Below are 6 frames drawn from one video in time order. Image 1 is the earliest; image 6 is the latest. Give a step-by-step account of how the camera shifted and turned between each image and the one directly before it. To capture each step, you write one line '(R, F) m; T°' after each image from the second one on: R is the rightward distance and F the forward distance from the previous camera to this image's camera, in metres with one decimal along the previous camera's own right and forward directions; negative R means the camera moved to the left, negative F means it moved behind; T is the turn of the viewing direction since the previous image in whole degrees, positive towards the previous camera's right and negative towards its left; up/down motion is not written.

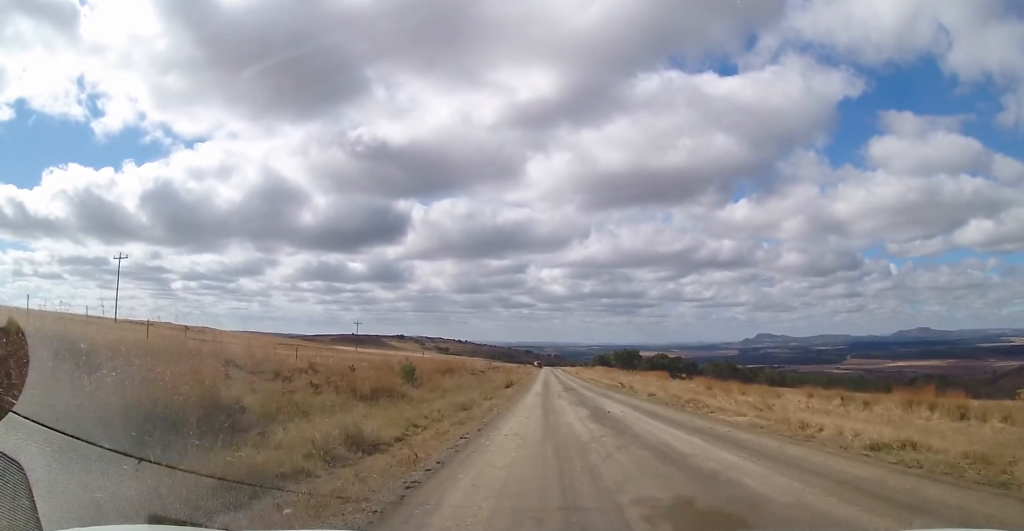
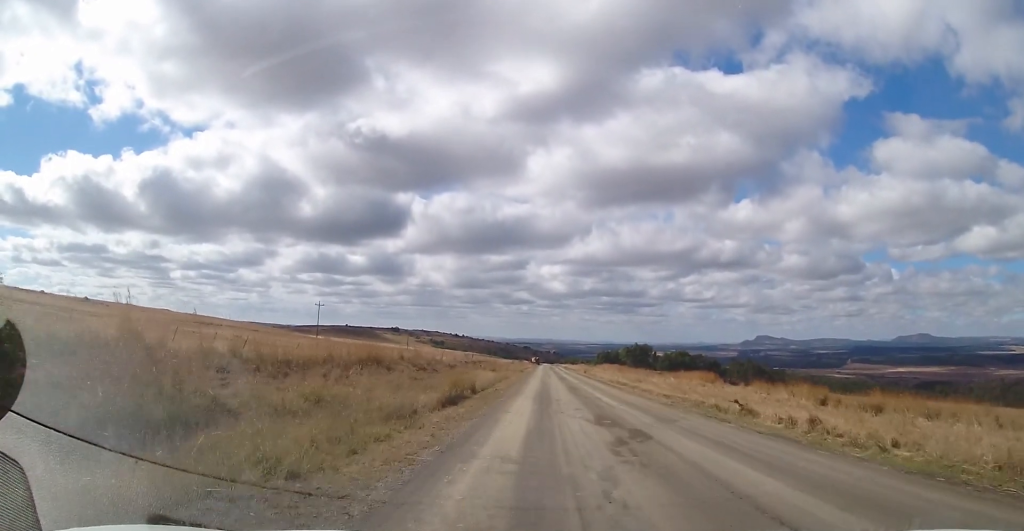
(+0.4, +31.5) m; +1°
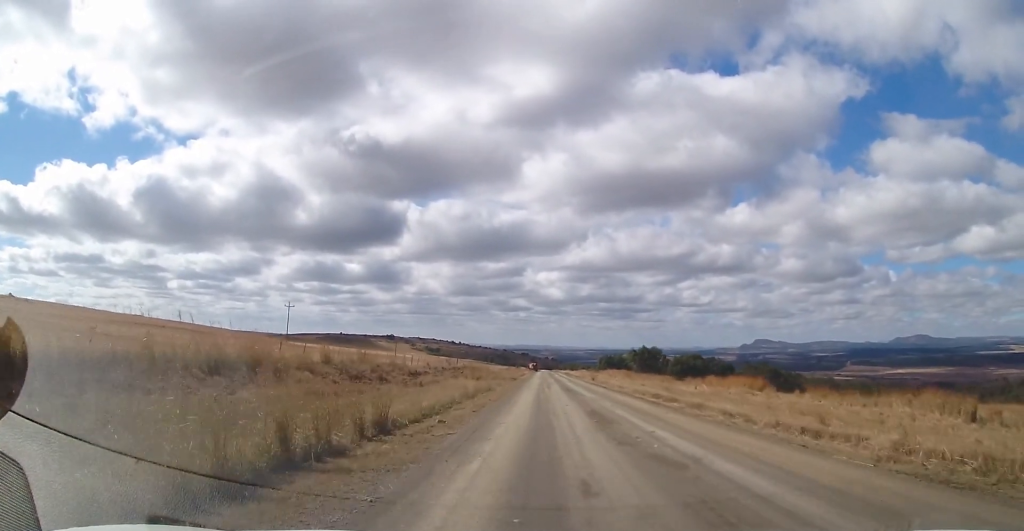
(+0.1, +17.2) m; 0°
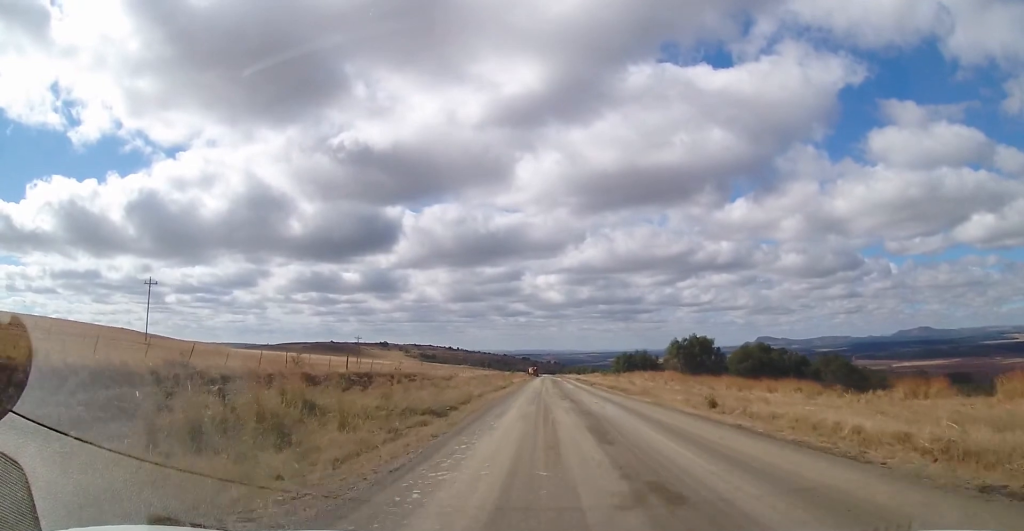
(-0.5, +52.5) m; -1°
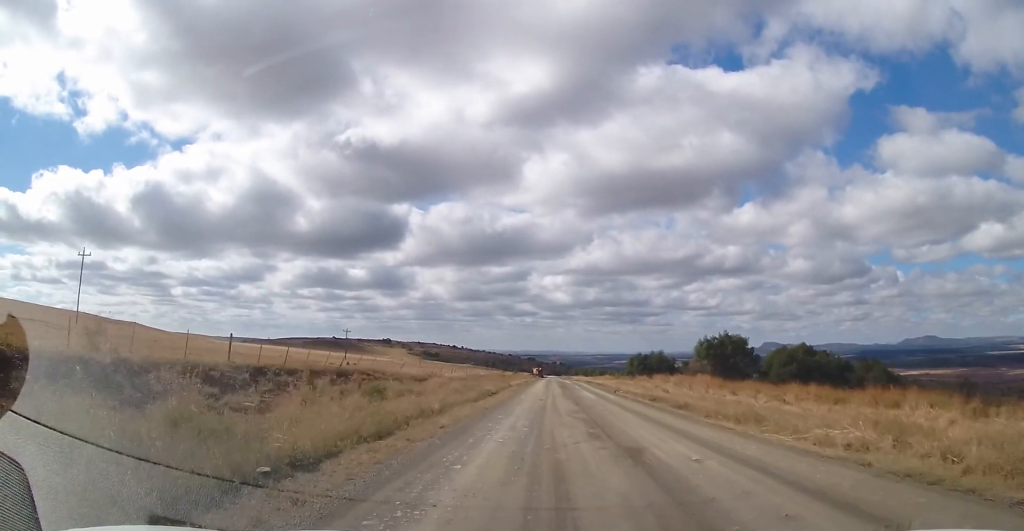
(0.0, +17.0) m; 0°
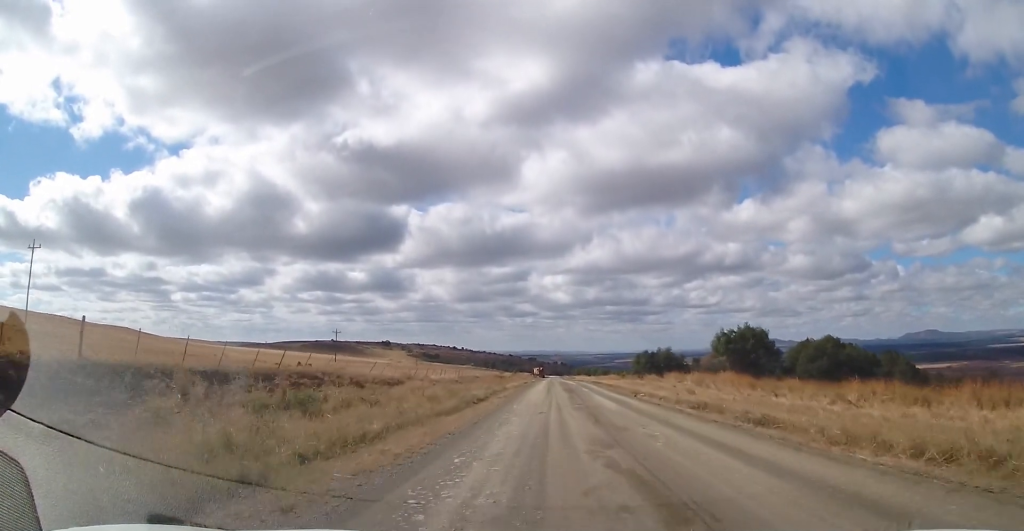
(0.0, +9.5) m; 0°
